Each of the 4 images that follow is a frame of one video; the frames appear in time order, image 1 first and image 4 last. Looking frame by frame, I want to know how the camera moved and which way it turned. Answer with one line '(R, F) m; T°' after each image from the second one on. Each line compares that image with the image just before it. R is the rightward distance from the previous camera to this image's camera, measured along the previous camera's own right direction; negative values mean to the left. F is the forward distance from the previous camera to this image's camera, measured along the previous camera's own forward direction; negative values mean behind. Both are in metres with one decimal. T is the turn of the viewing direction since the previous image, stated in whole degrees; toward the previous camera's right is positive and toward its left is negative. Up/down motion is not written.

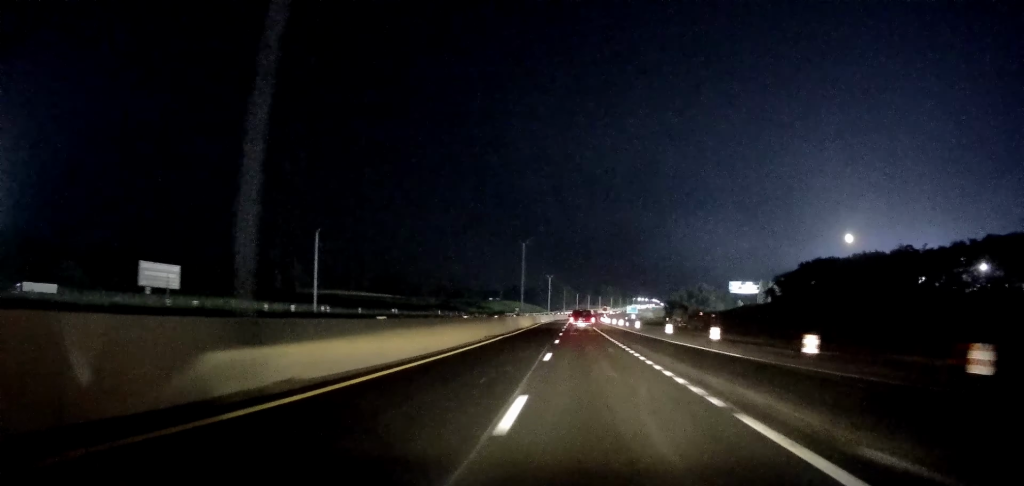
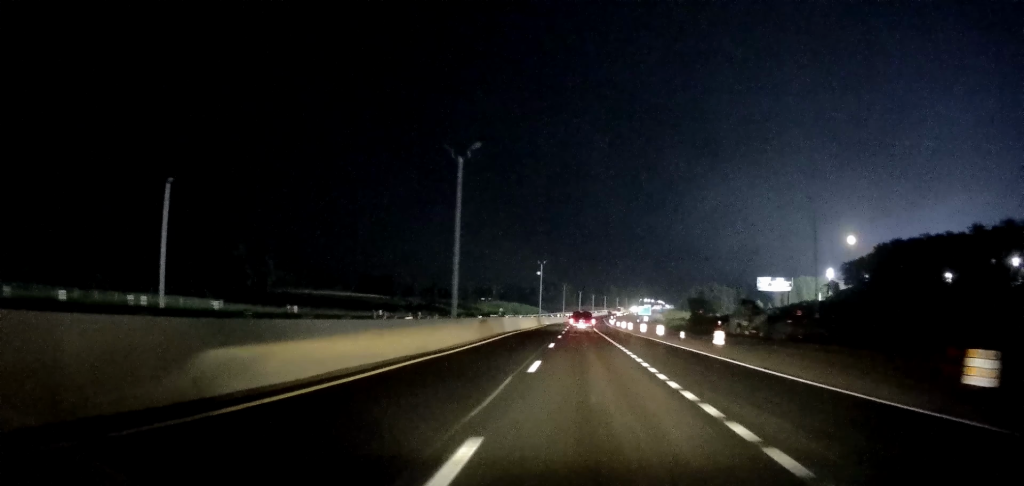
(+0.4, +39.7) m; +1°
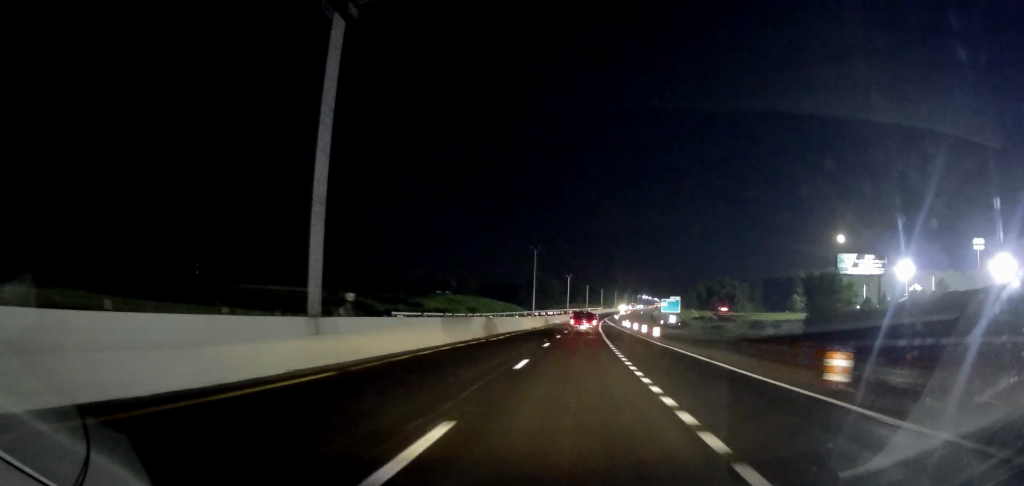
(+0.2, +82.8) m; 0°
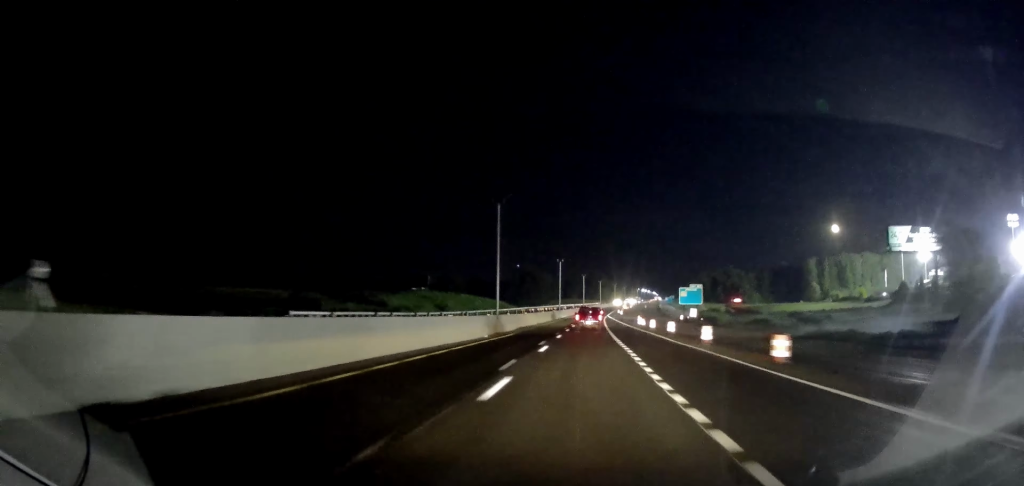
(+0.5, +30.8) m; +2°
